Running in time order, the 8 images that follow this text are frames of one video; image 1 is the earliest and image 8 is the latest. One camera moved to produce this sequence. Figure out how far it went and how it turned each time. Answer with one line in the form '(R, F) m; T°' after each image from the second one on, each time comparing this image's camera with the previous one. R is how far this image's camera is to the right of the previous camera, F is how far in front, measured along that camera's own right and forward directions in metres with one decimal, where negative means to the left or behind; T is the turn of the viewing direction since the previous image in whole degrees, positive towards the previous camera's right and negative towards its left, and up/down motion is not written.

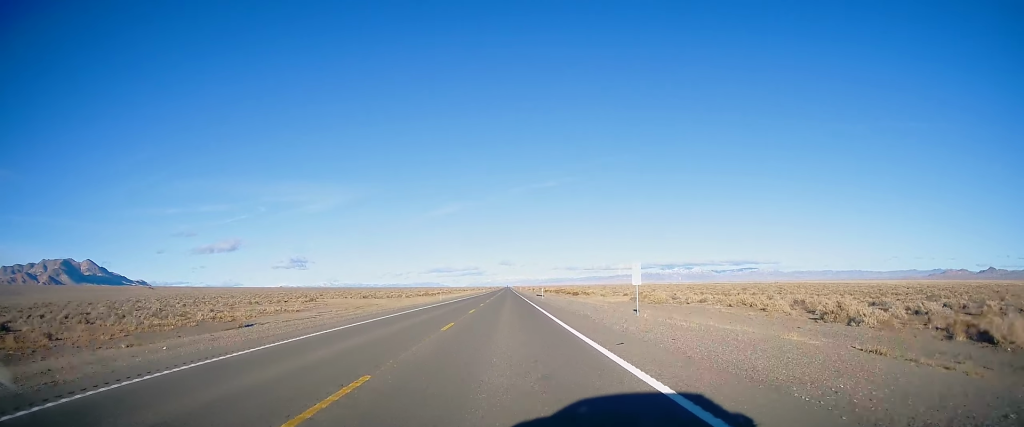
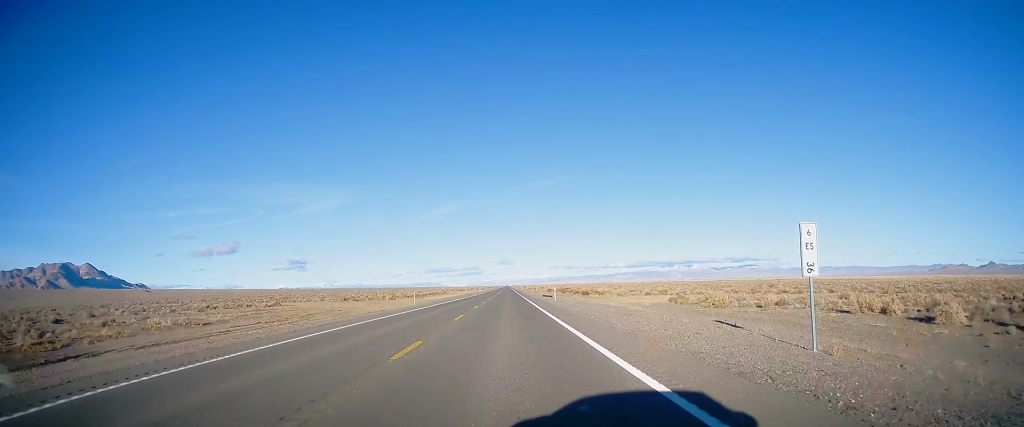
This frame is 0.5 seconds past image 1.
(0.0, +19.1) m; 0°
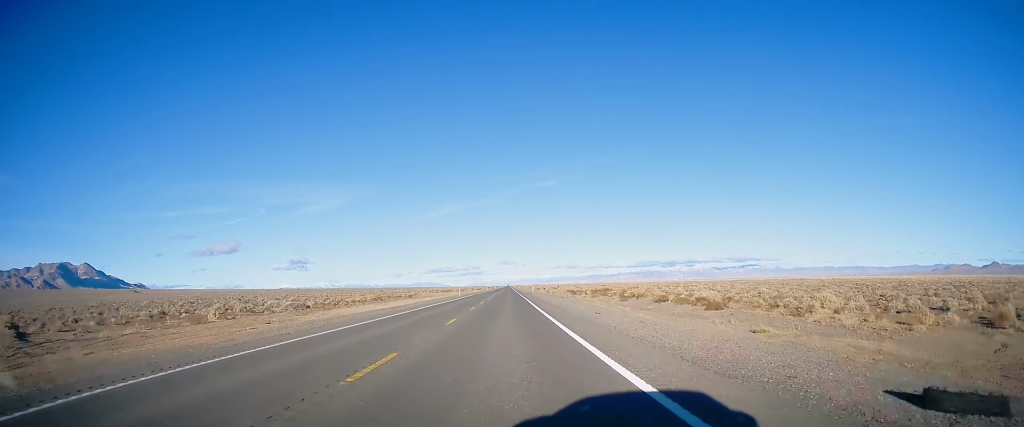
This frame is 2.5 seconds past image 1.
(-0.1, +75.7) m; 0°
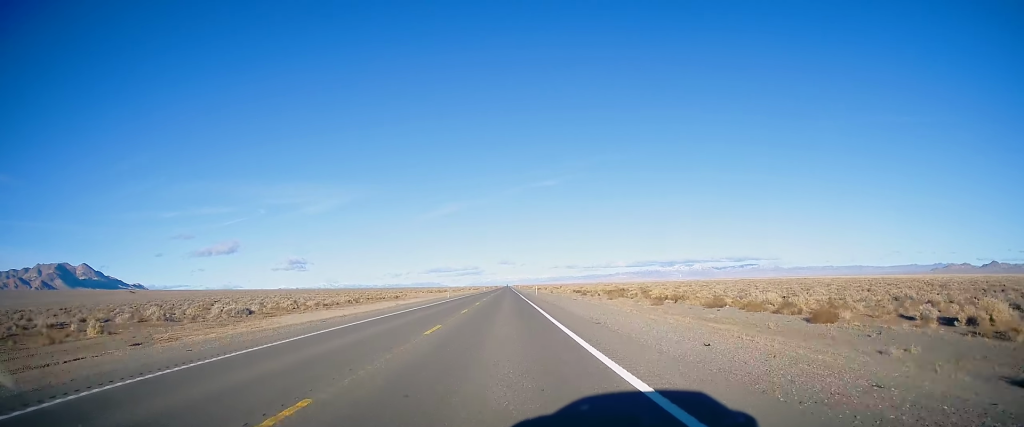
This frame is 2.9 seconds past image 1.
(0.0, +16.7) m; 0°
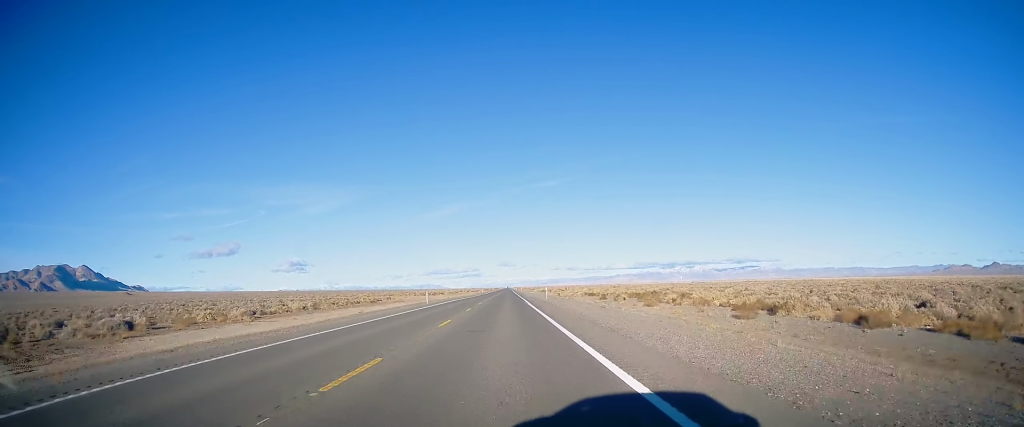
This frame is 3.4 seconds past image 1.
(0.0, +20.6) m; 0°
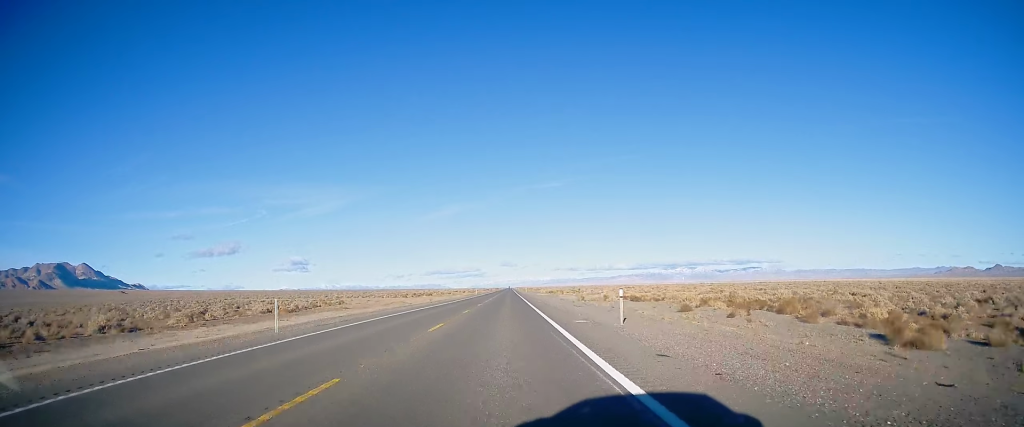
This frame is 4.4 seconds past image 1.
(+0.1, +38.8) m; 0°
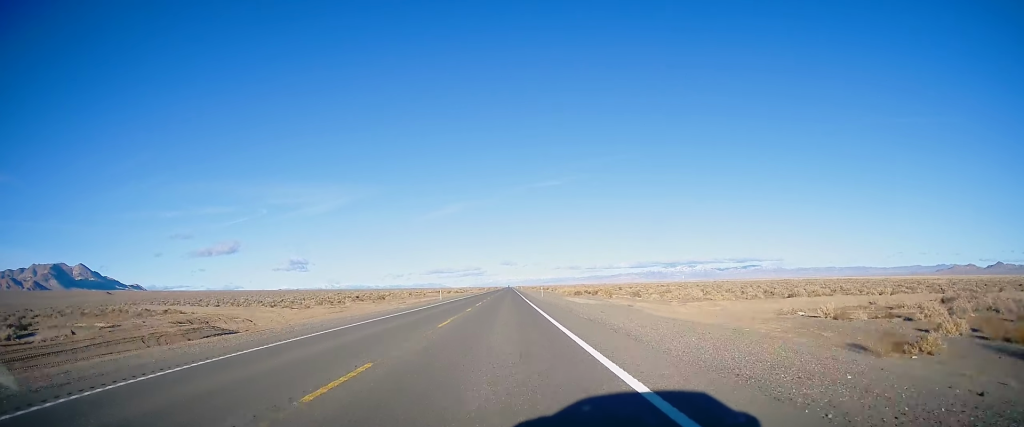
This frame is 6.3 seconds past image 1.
(0.0, +71.9) m; -1°
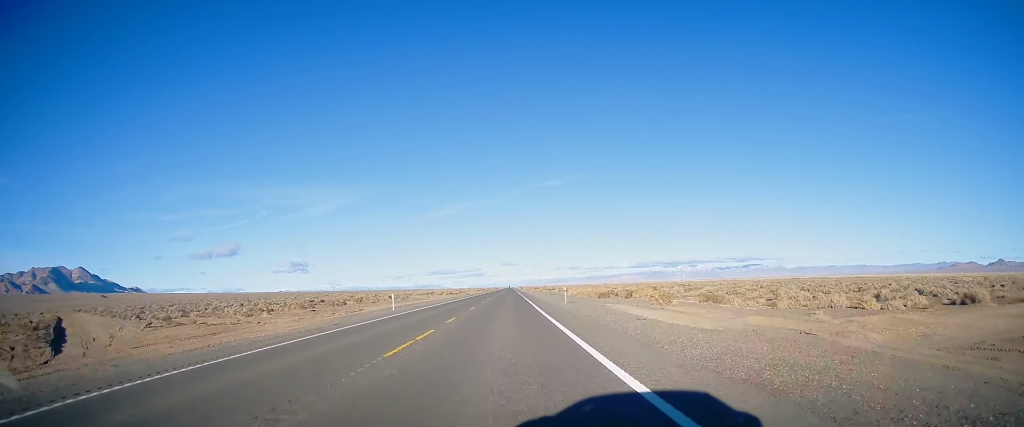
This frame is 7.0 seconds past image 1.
(-0.2, +28.9) m; 0°
